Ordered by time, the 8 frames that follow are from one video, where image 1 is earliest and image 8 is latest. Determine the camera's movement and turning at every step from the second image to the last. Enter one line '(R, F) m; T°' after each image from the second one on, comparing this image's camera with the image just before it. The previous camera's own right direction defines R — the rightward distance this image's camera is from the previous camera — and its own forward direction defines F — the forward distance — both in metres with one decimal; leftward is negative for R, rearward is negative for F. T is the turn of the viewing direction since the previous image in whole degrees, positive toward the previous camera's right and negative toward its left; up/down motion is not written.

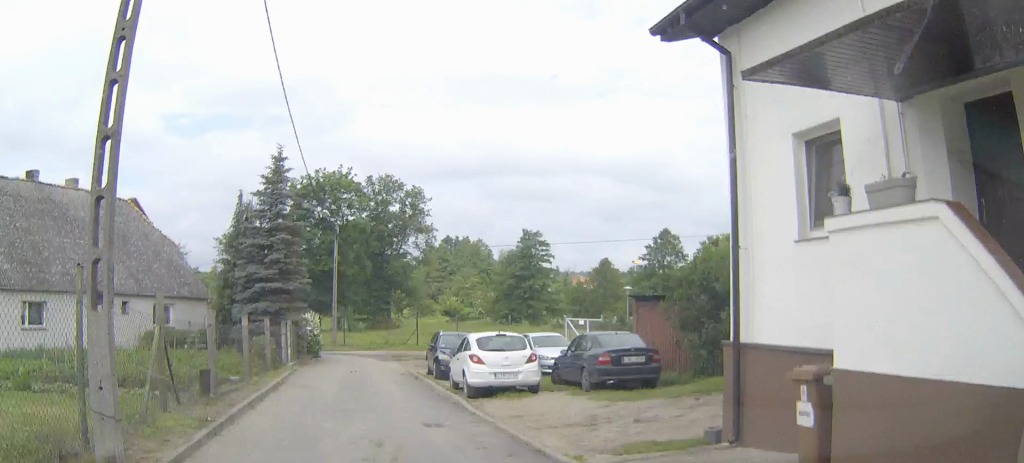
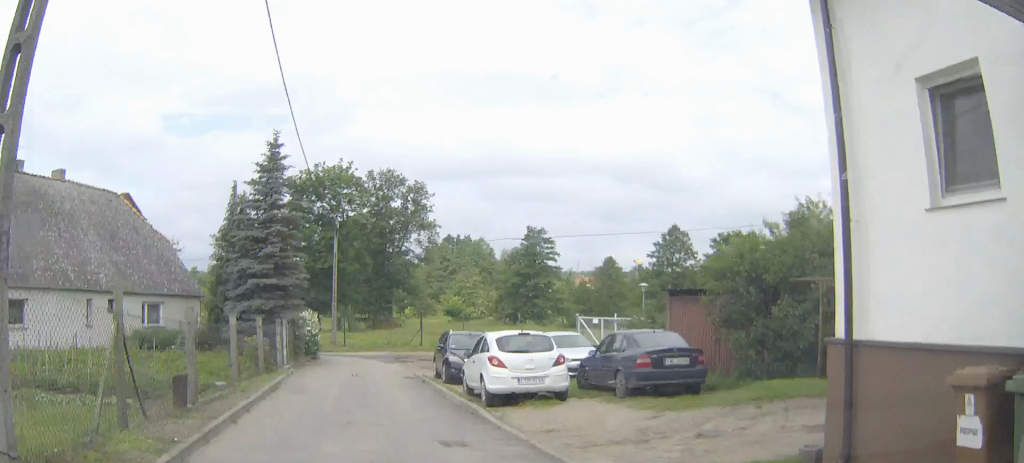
(+0.1, +2.1) m; 0°
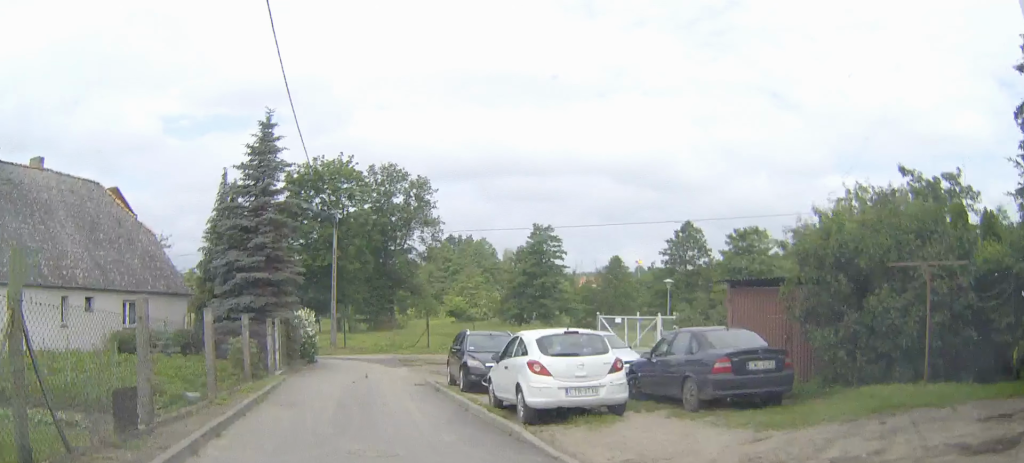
(-0.1, +3.1) m; -2°
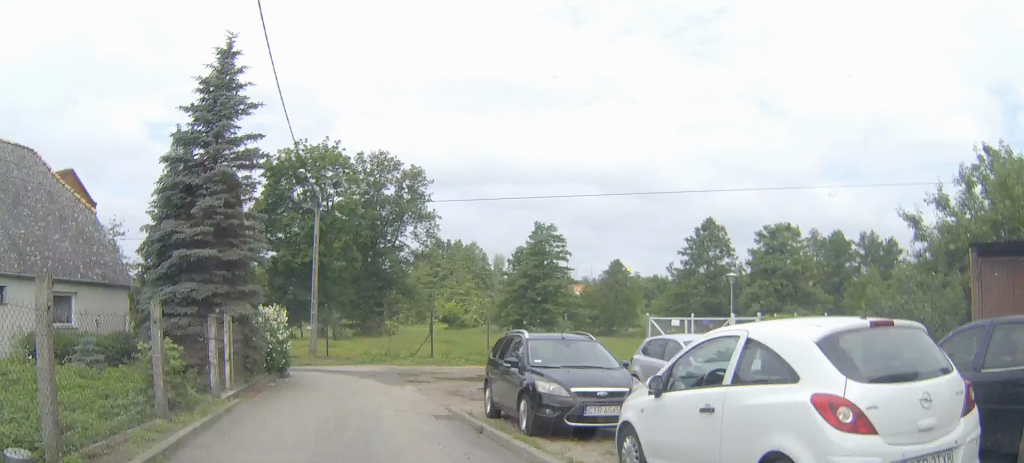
(-0.2, +7.5) m; -4°
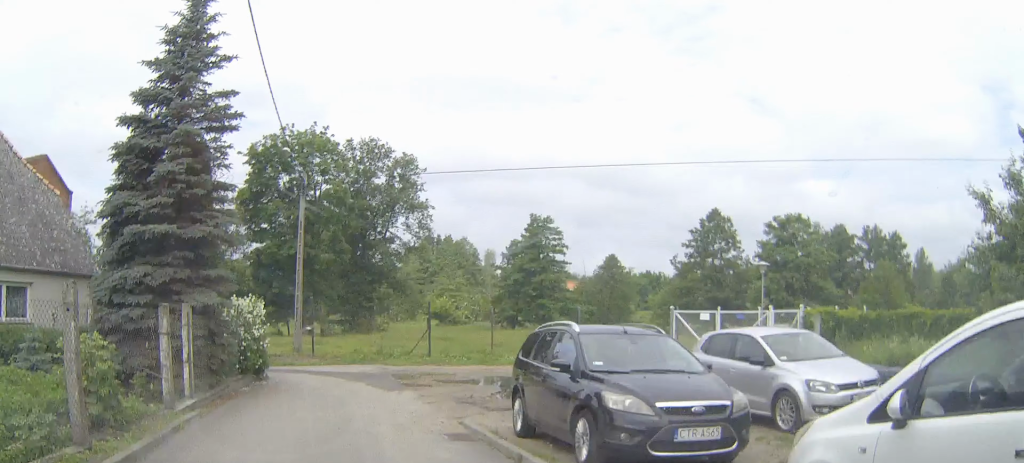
(-0.1, +3.1) m; -1°
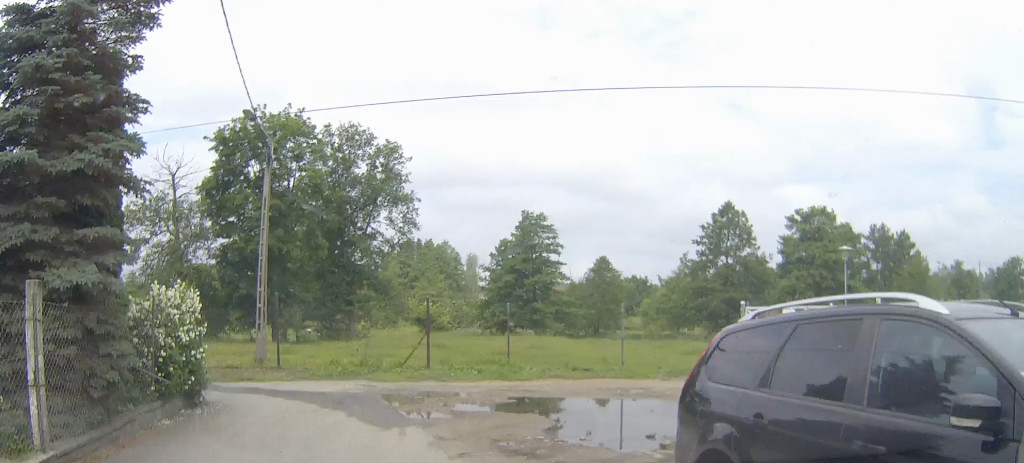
(+0.1, +6.0) m; +3°
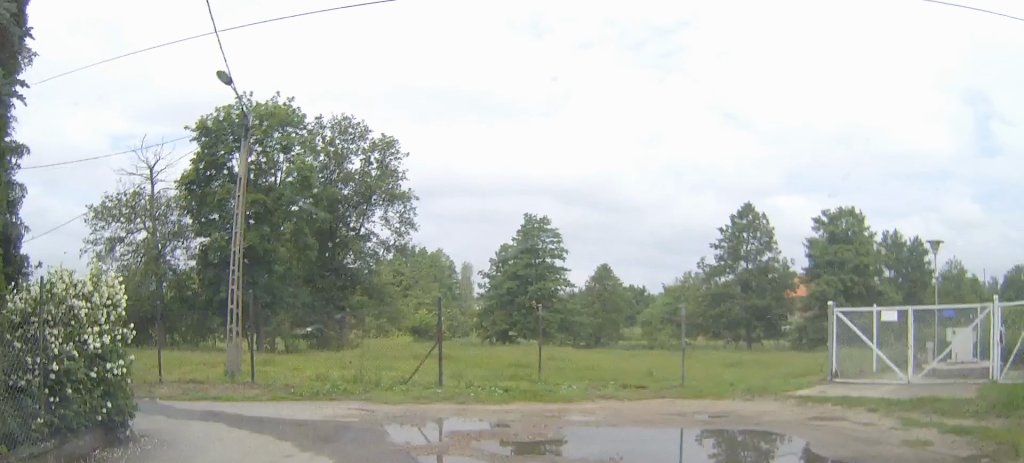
(+0.1, +4.6) m; 0°
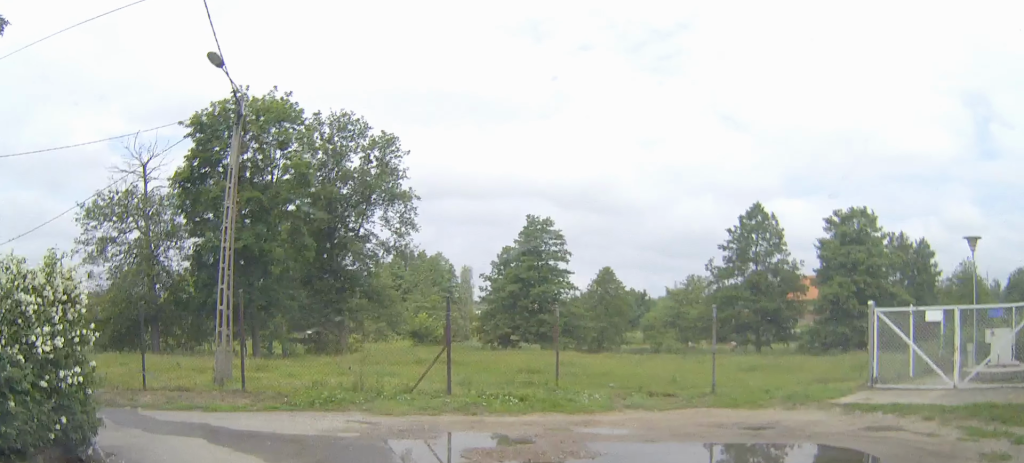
(0.0, +1.8) m; -1°
